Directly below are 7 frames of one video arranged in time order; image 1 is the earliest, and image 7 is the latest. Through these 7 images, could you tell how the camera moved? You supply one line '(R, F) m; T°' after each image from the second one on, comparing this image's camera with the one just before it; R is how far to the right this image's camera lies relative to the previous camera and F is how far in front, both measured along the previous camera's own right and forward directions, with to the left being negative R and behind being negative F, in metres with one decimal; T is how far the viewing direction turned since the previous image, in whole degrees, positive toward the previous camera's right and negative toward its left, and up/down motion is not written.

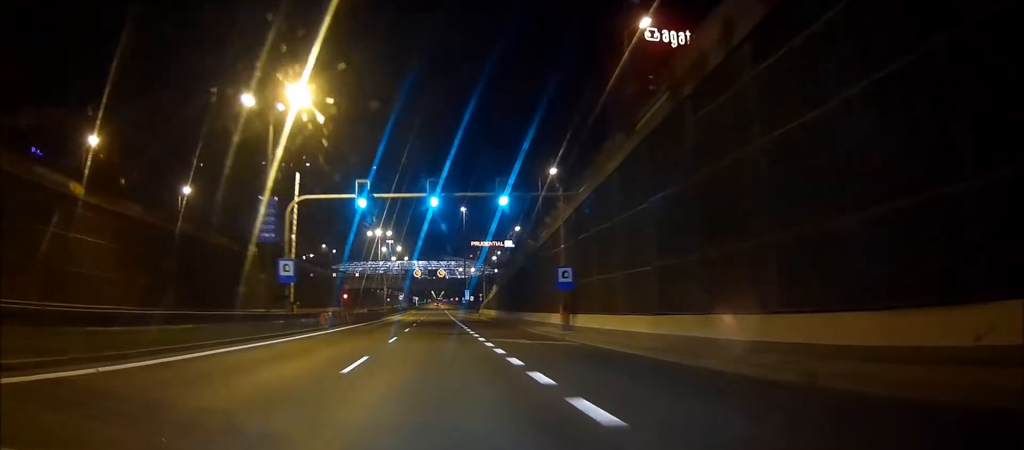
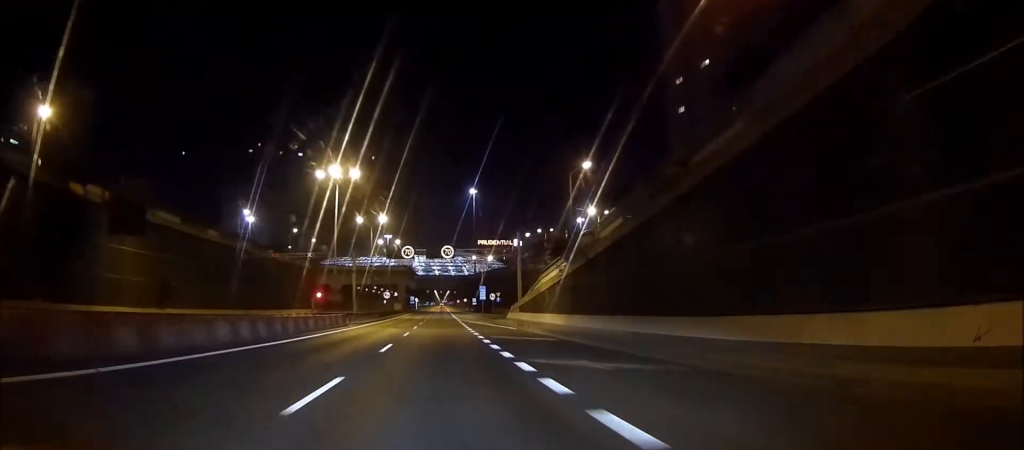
(-0.2, +41.2) m; 0°
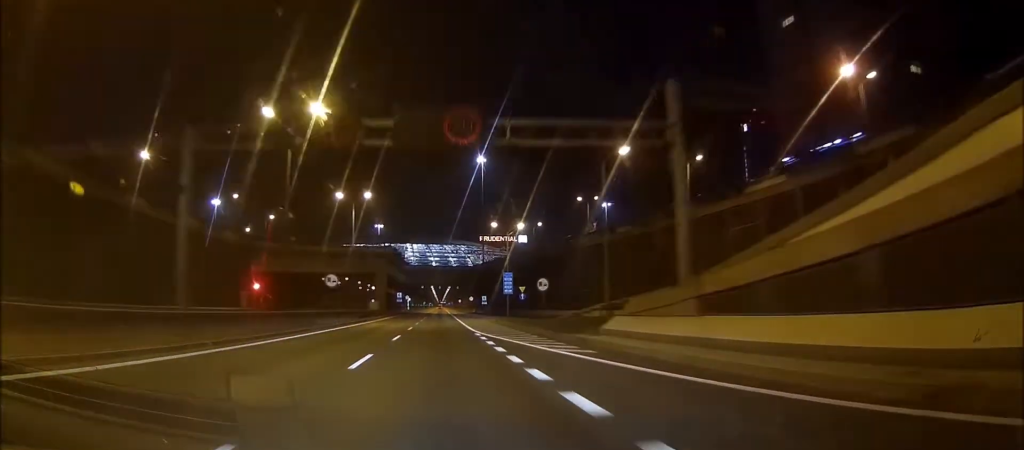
(+0.5, +42.5) m; +1°
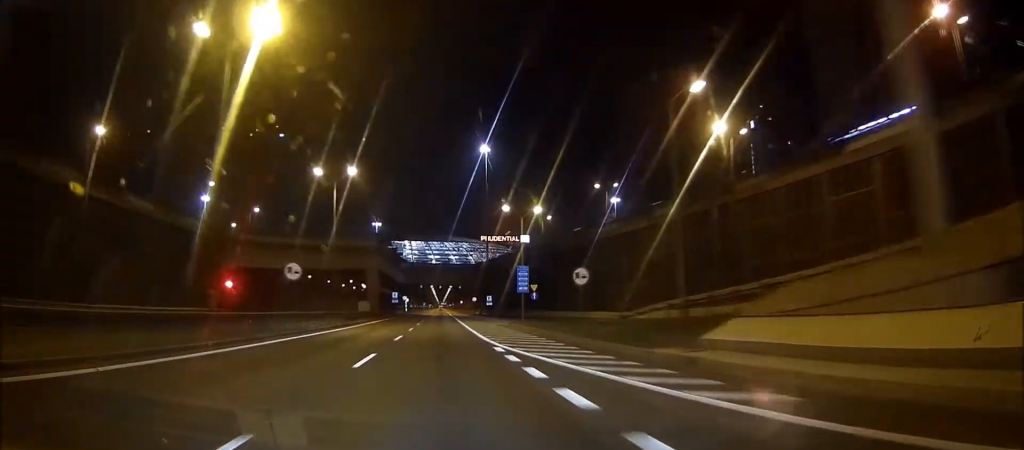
(0.0, +11.3) m; 0°
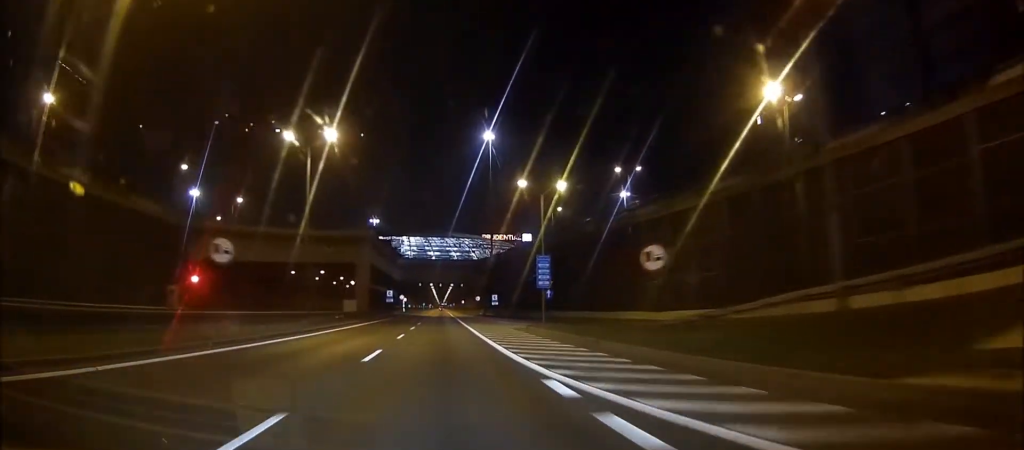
(0.0, +10.5) m; 0°
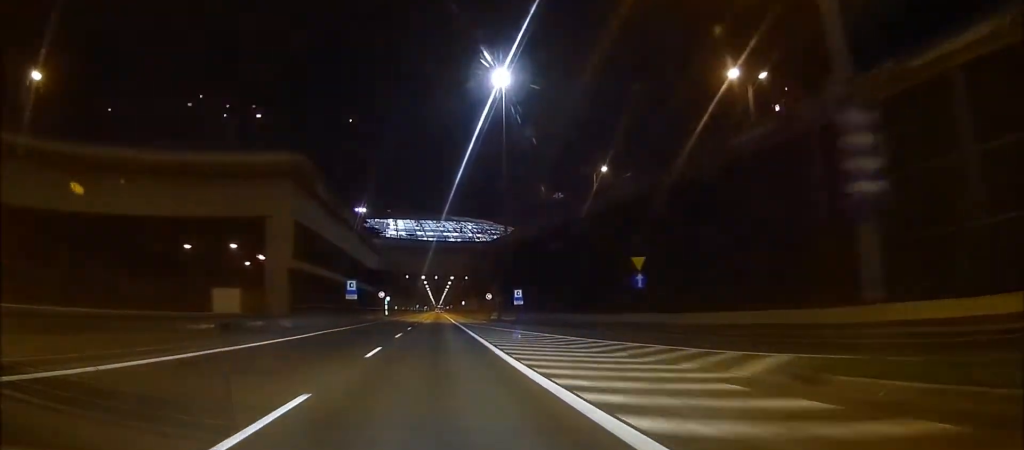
(-0.2, +33.1) m; -1°
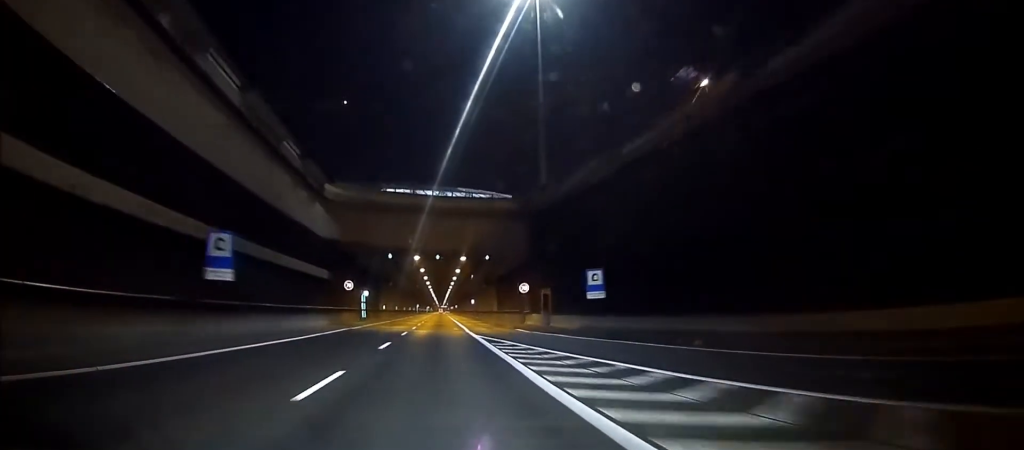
(-0.3, +30.4) m; -1°
